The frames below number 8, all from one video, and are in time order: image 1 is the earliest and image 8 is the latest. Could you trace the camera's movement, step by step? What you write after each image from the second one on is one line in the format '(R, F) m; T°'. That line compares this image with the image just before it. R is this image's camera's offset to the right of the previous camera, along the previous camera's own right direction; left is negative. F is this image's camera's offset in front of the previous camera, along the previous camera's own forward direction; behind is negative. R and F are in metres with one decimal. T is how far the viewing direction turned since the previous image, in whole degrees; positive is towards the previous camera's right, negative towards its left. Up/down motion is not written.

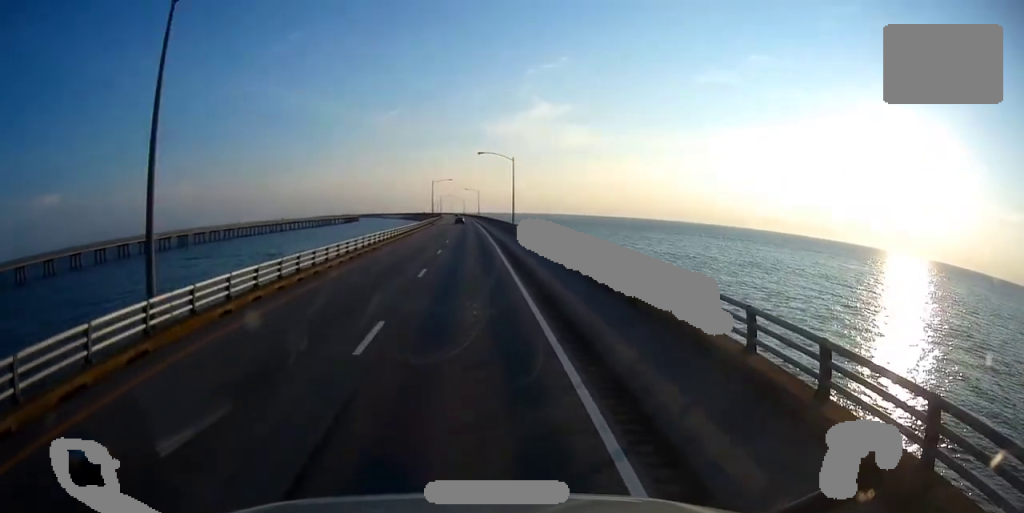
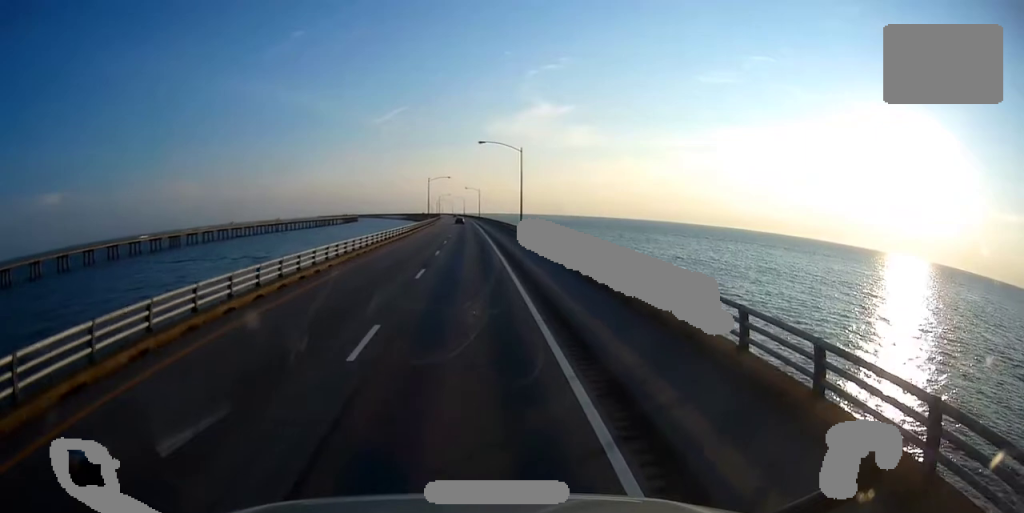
(0.0, +12.2) m; 0°
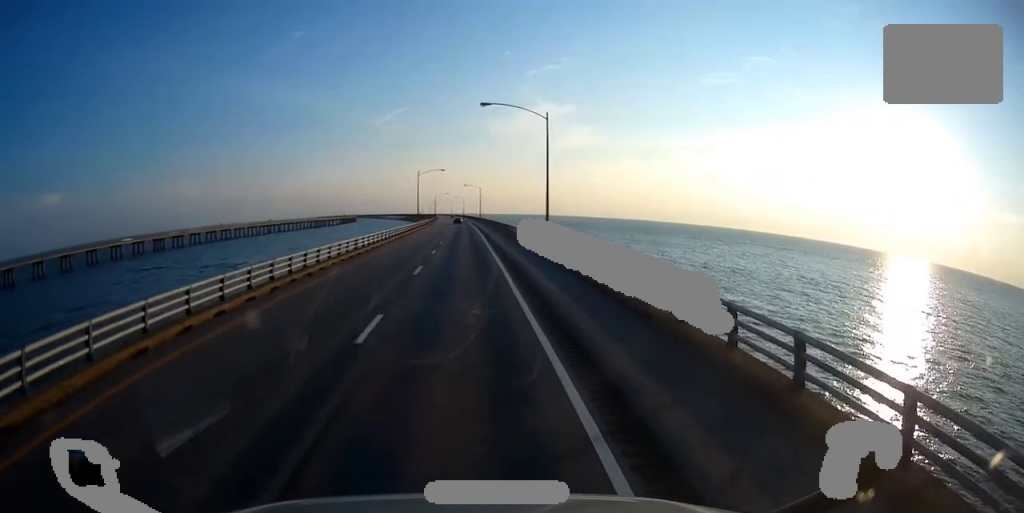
(-0.1, +22.4) m; 0°
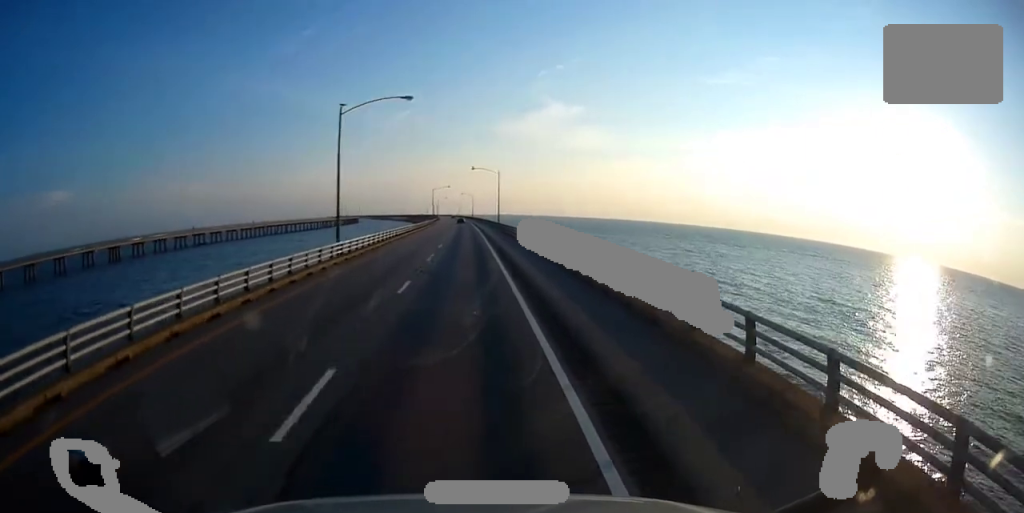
(+0.4, +64.8) m; 0°
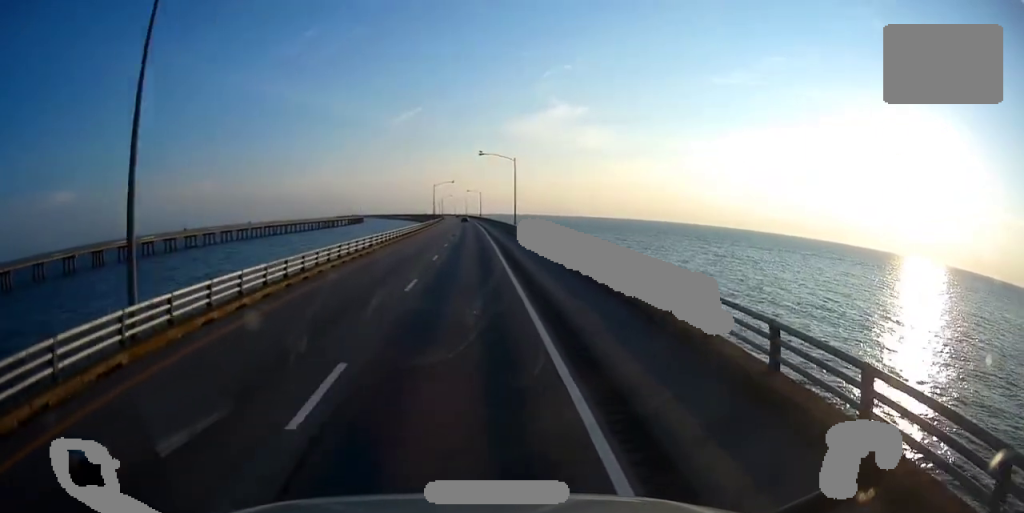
(-0.7, +23.2) m; -1°
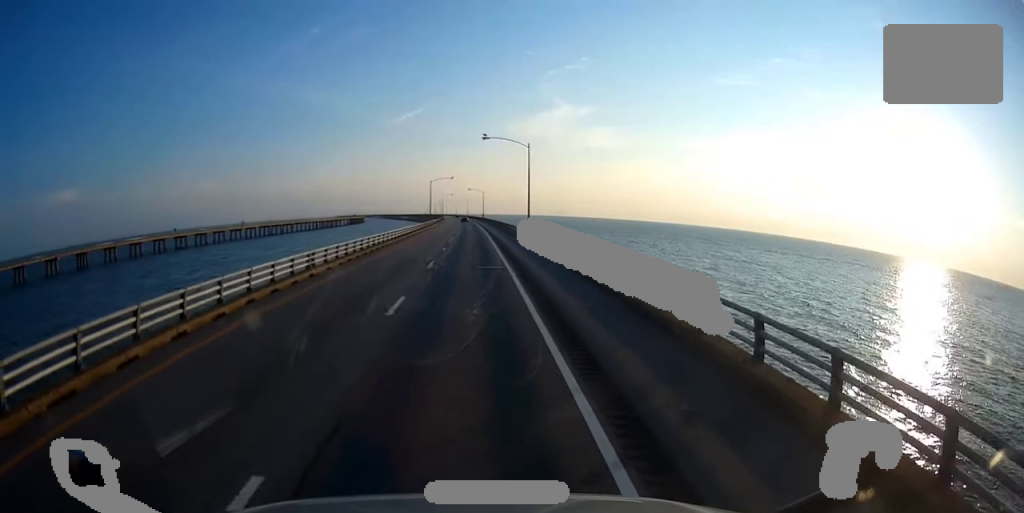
(0.0, +16.0) m; 0°
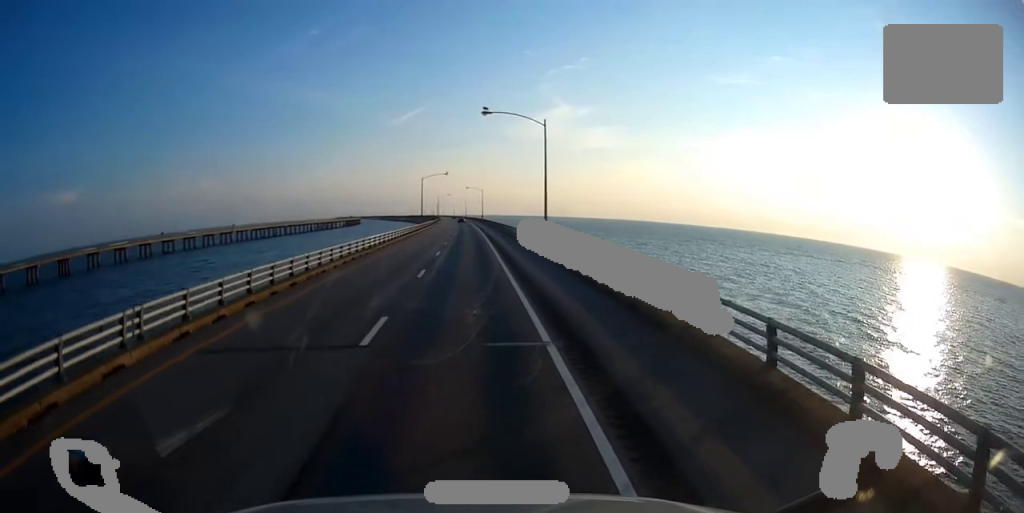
(+0.1, +15.0) m; 0°
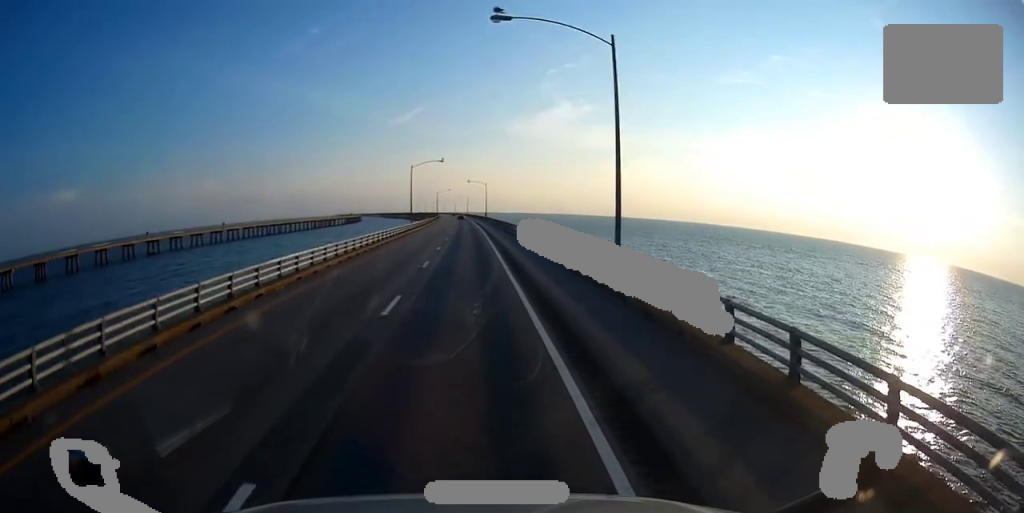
(-0.3, +21.0) m; +1°
